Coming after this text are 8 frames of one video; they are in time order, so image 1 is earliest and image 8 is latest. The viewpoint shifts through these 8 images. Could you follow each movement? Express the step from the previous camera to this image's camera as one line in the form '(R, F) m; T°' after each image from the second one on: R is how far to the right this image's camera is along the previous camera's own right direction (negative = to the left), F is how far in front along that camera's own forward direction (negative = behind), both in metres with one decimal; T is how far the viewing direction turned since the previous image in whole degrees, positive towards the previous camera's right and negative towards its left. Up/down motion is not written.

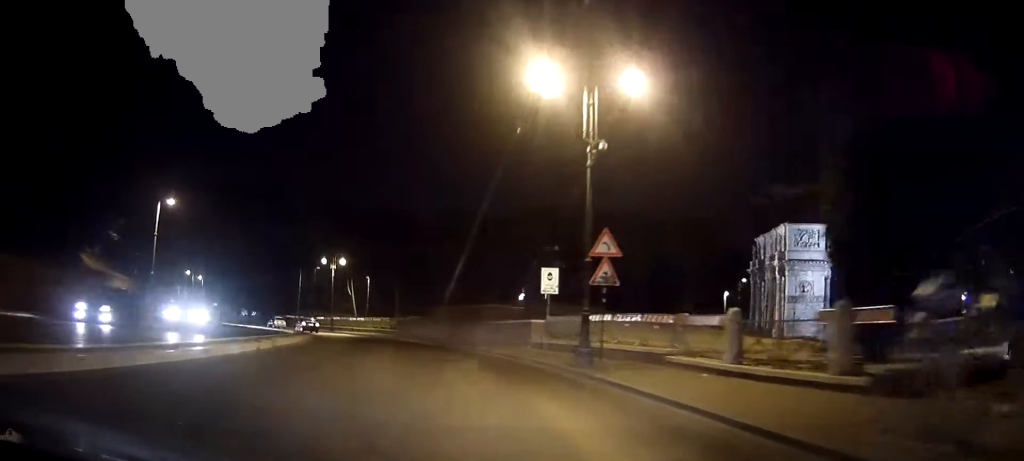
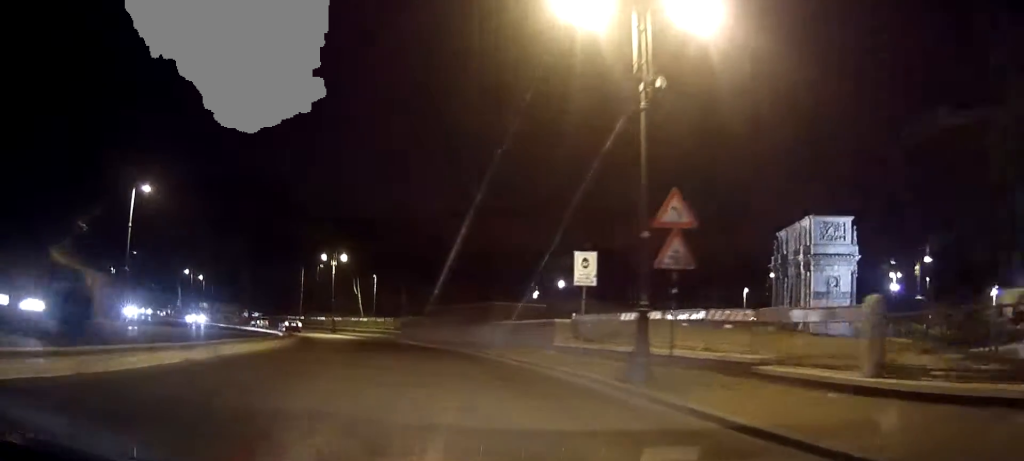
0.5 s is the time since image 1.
(0.0, +5.6) m; -1°
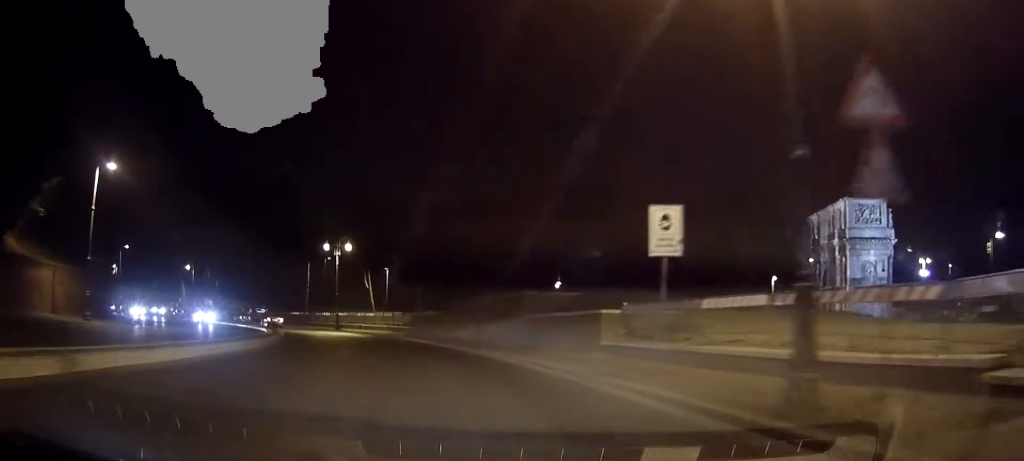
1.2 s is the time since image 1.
(-0.2, +6.6) m; -2°
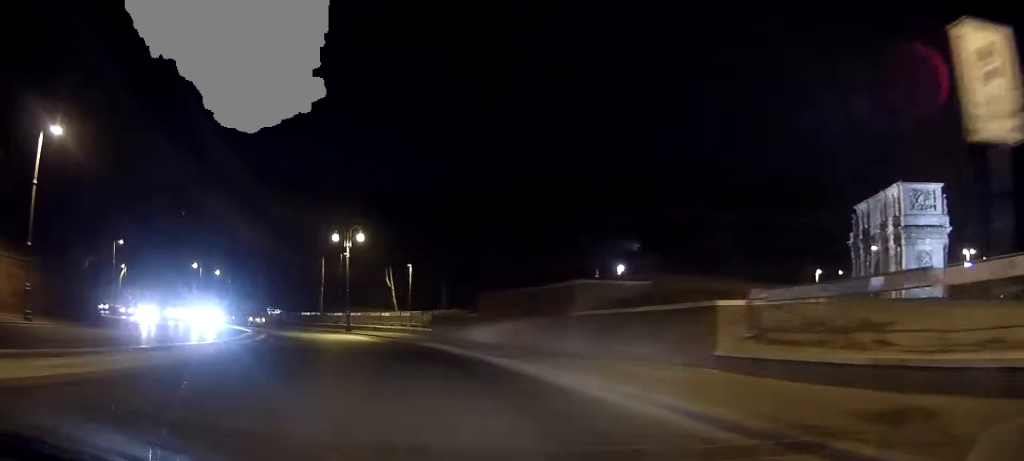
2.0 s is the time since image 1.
(-0.2, +8.5) m; -3°
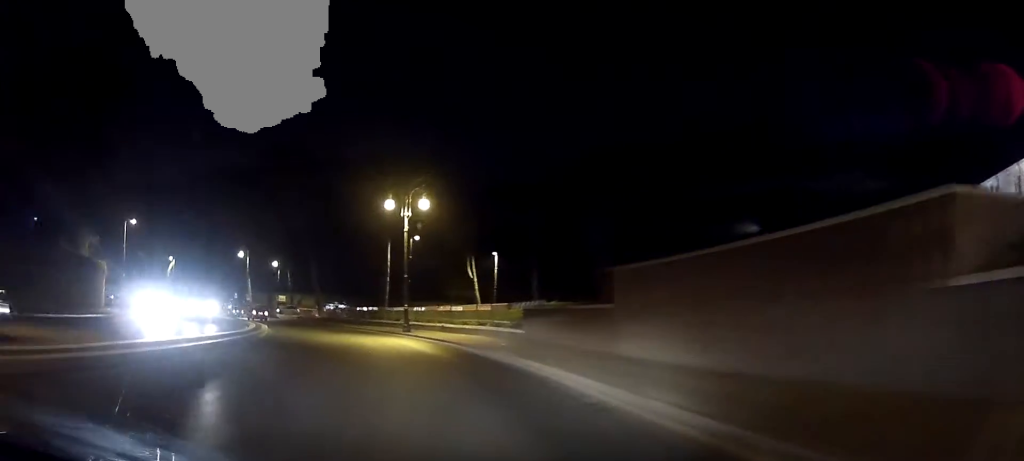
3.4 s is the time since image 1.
(-0.7, +15.8) m; -6°
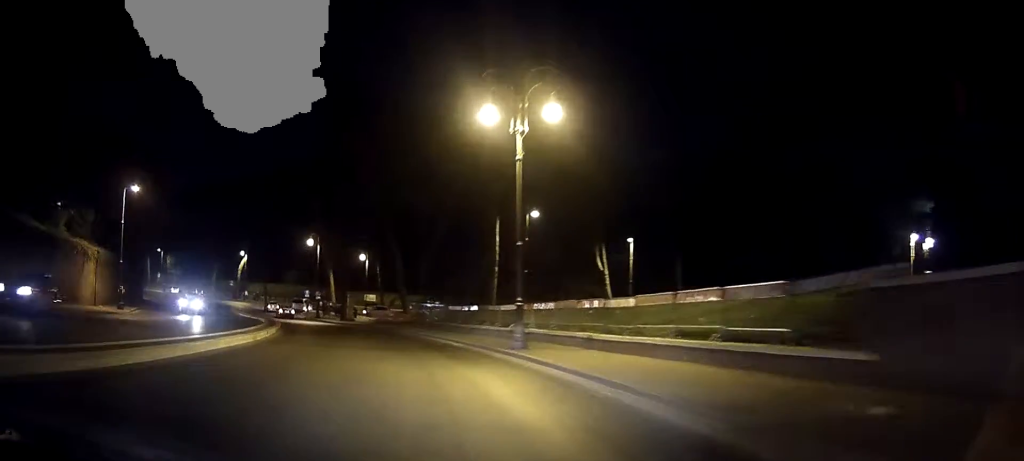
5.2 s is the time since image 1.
(-2.0, +19.4) m; -10°
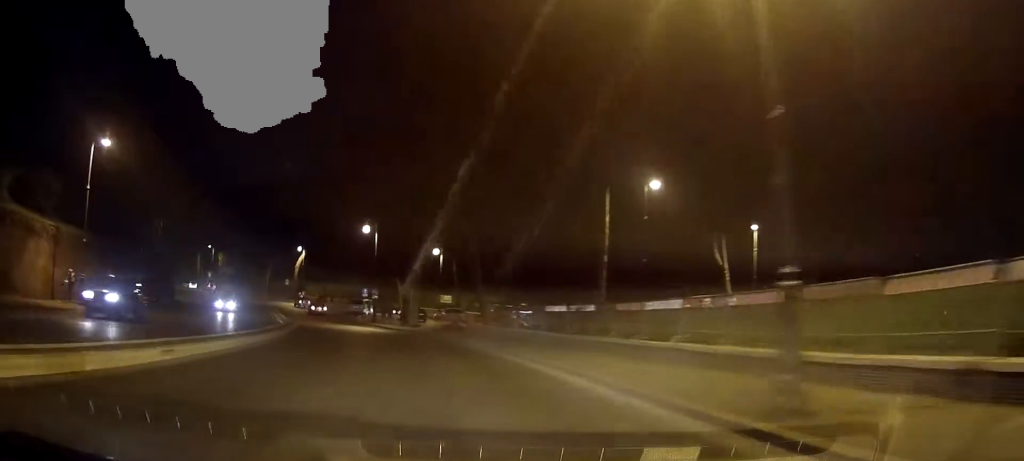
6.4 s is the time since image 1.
(-0.4, +14.7) m; -5°
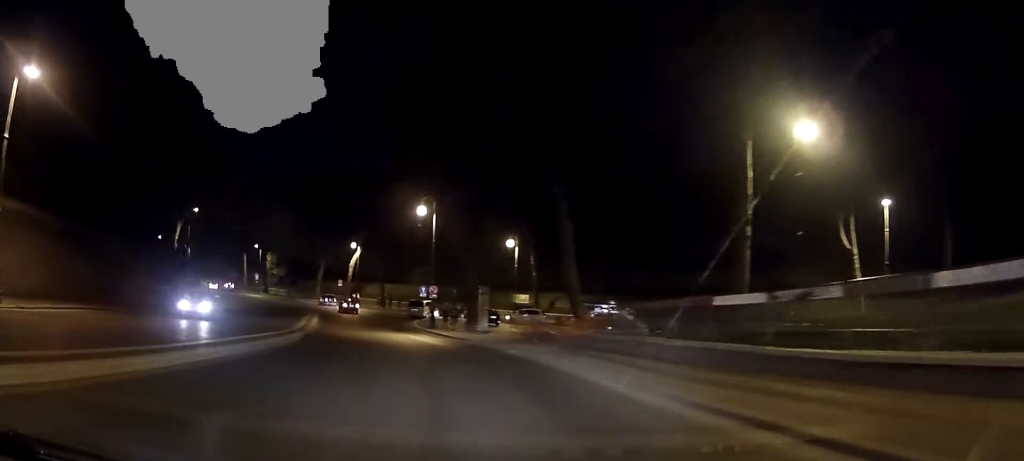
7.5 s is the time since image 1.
(-0.9, +13.0) m; -8°
